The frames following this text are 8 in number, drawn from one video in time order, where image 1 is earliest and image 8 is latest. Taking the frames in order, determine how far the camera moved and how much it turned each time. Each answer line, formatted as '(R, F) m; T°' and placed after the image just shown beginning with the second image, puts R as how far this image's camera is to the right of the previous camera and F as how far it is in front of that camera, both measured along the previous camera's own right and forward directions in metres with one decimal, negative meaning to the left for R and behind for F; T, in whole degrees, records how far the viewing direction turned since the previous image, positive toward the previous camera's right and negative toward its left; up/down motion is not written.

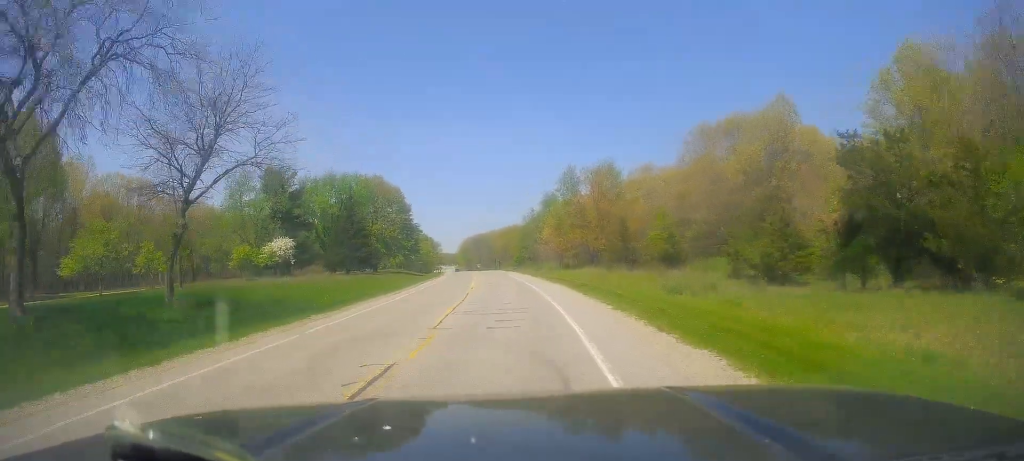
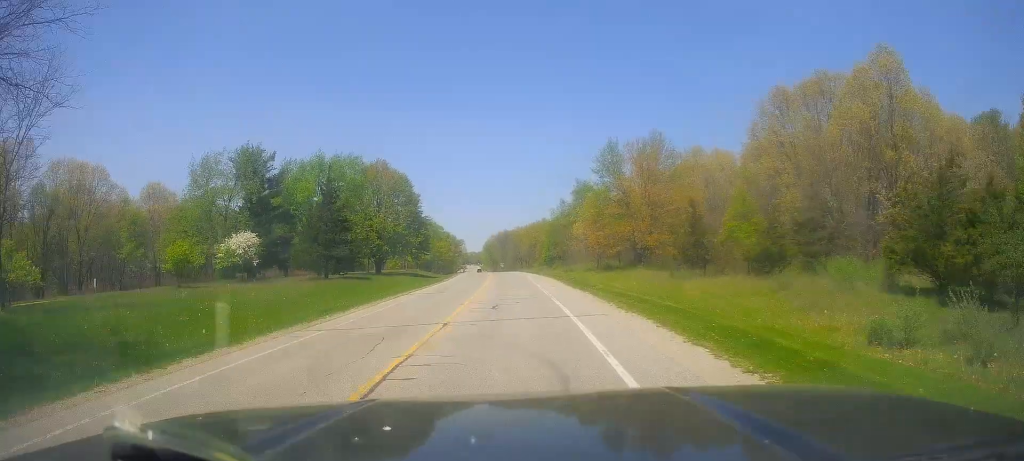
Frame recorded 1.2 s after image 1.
(-0.3, +18.7) m; -2°
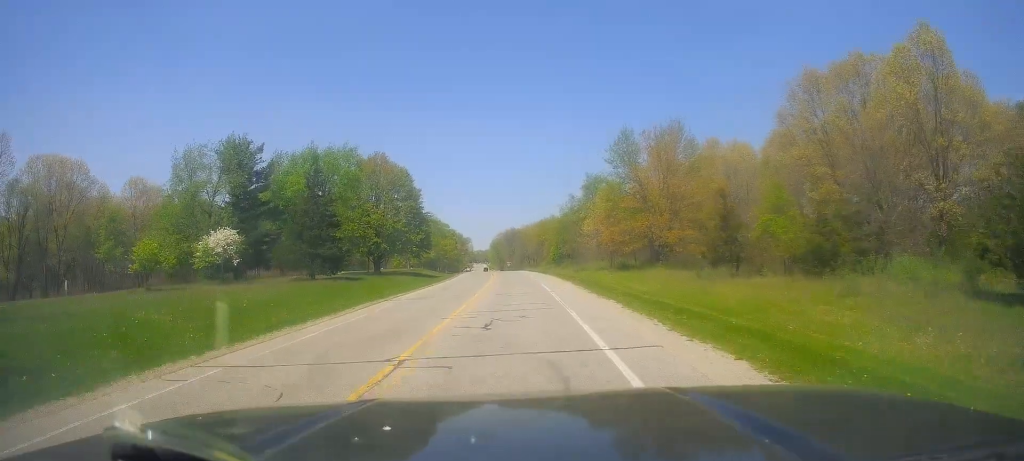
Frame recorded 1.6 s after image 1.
(+0.1, +6.1) m; -1°
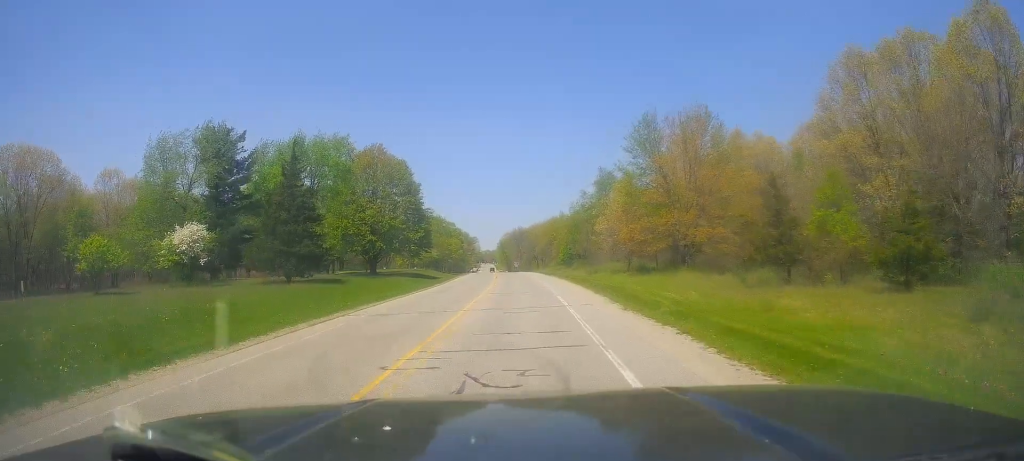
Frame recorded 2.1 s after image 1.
(-0.2, +7.8) m; -2°
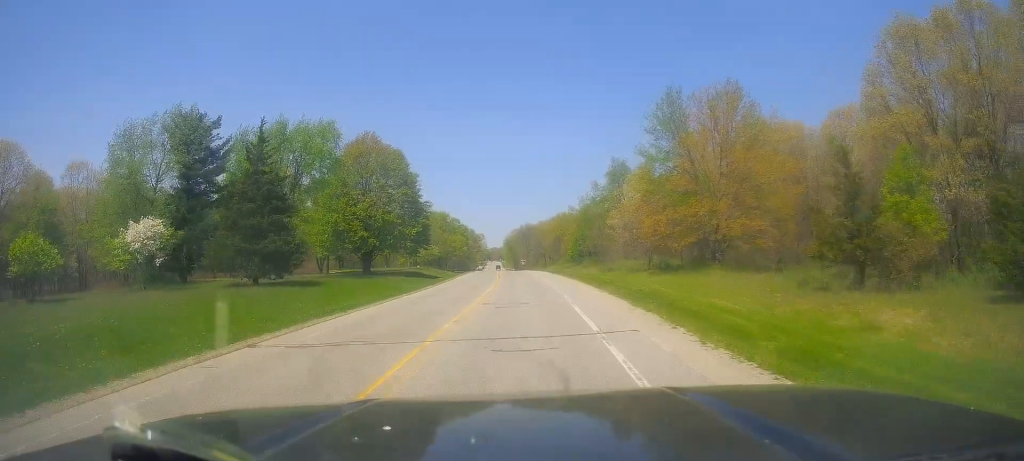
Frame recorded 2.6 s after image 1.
(0.0, +7.8) m; -2°
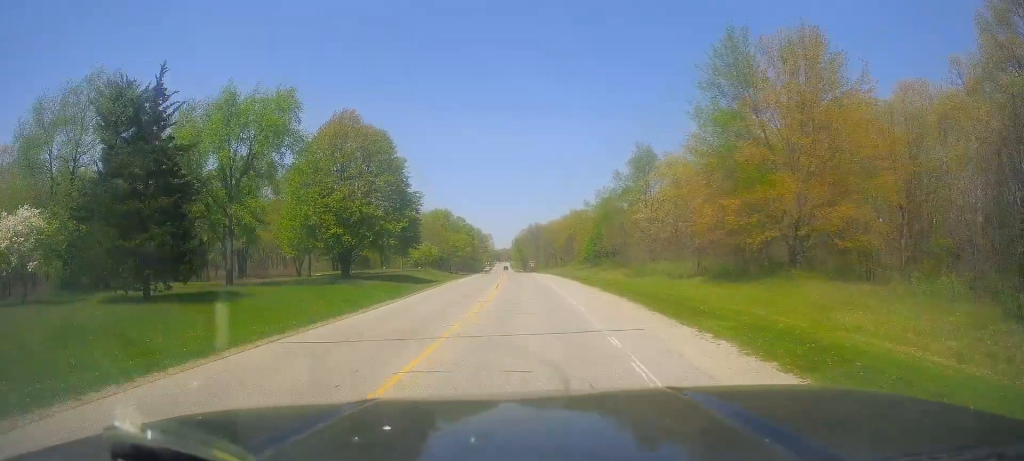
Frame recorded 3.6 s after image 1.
(-0.4, +14.5) m; -1°
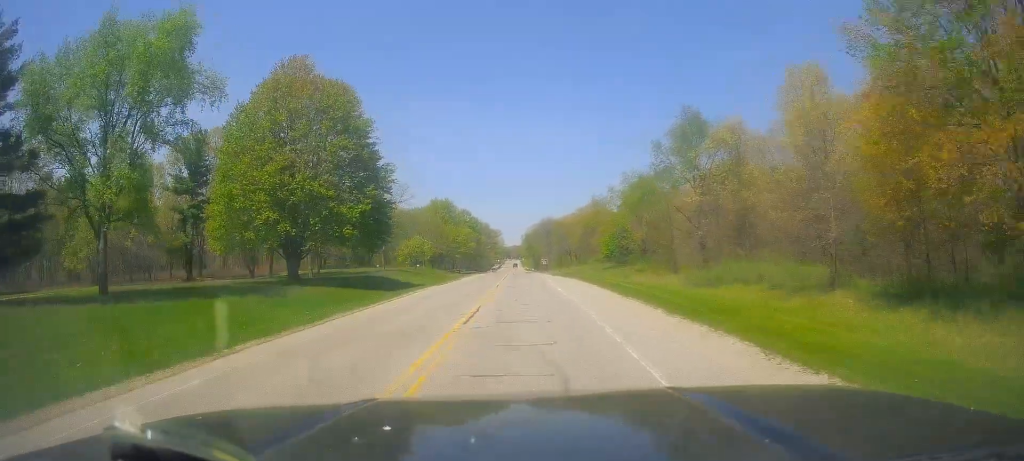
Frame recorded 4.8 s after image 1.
(+0.1, +19.9) m; +1°
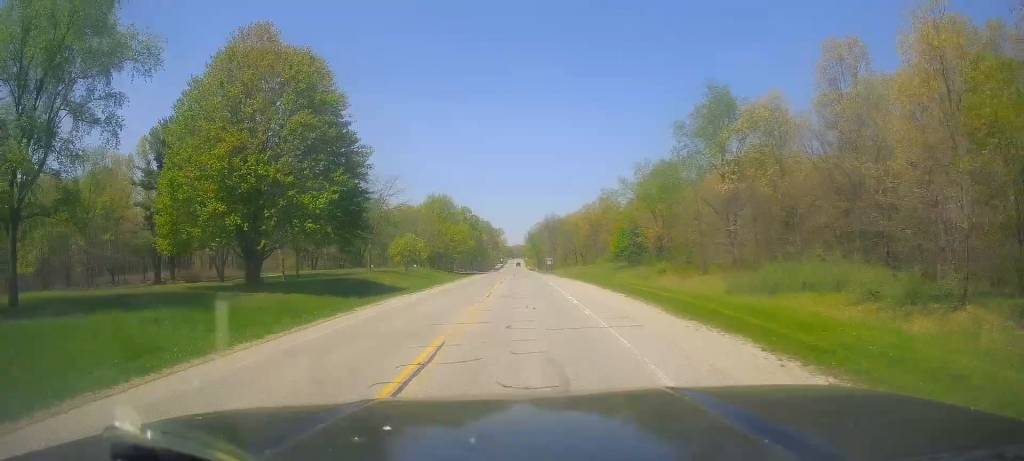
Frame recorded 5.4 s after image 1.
(+0.2, +9.0) m; 0°
